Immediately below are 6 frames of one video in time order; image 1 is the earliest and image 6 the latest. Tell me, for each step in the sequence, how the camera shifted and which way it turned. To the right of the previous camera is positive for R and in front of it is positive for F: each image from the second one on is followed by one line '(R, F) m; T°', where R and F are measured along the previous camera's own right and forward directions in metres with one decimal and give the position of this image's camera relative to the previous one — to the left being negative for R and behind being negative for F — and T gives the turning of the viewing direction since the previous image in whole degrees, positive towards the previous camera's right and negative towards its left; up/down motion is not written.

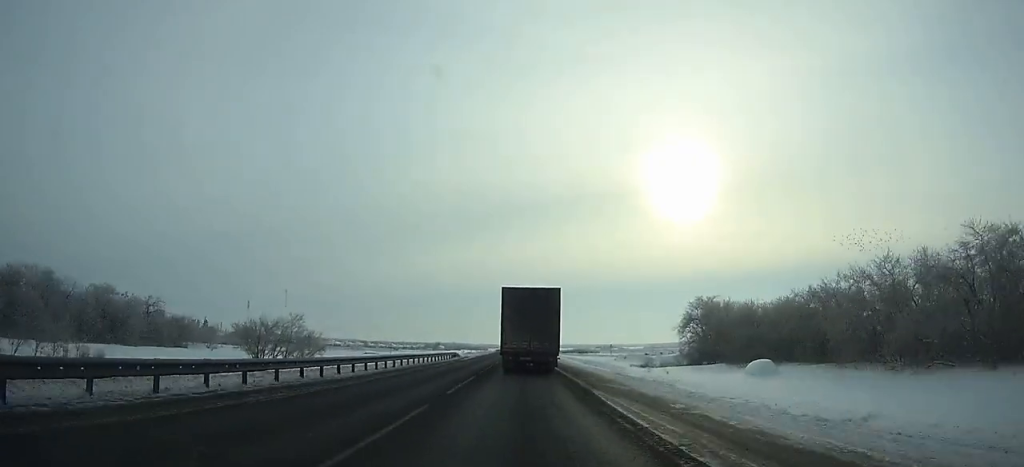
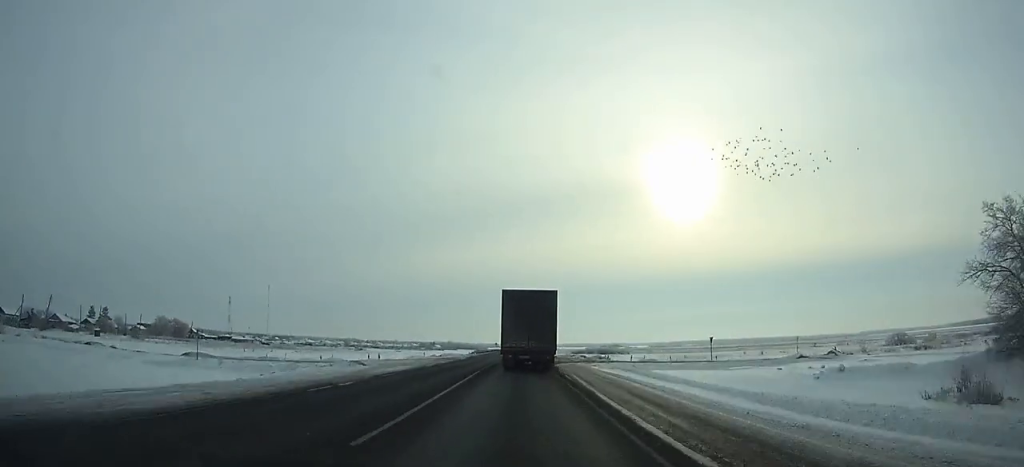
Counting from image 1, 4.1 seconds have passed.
(-0.3, +80.0) m; -1°
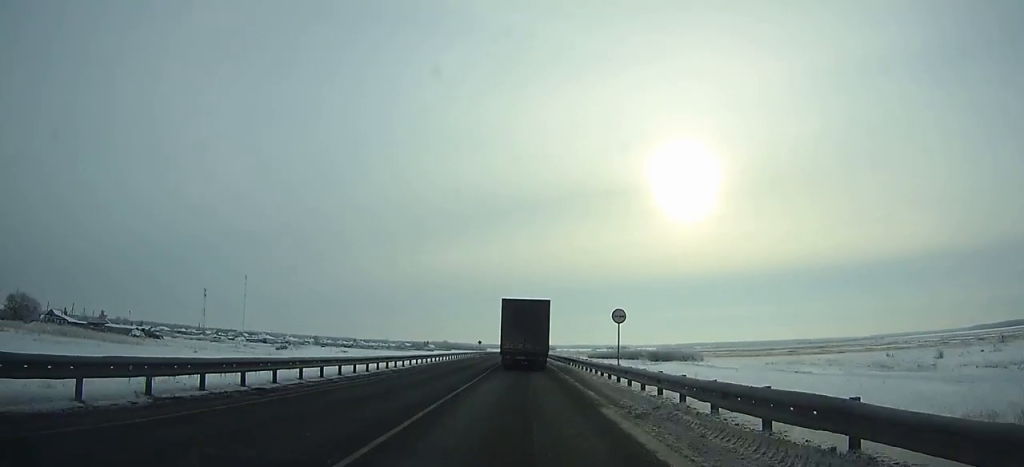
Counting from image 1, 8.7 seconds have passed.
(+0.2, +90.7) m; 0°
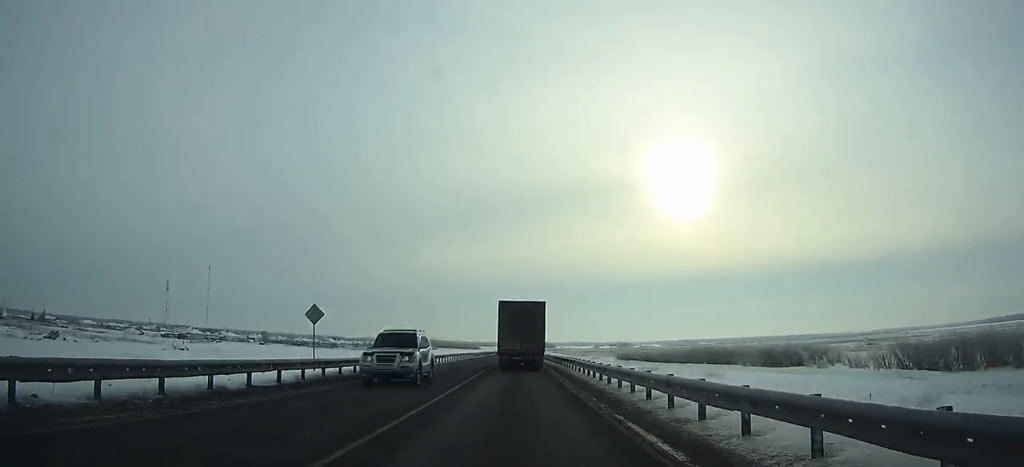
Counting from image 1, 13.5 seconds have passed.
(+0.4, +96.9) m; 0°
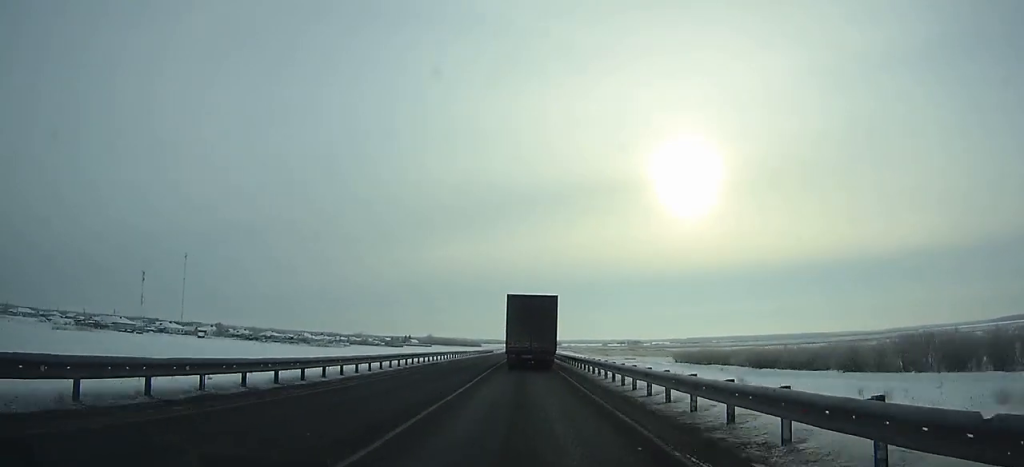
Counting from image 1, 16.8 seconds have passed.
(-0.2, +67.4) m; 0°
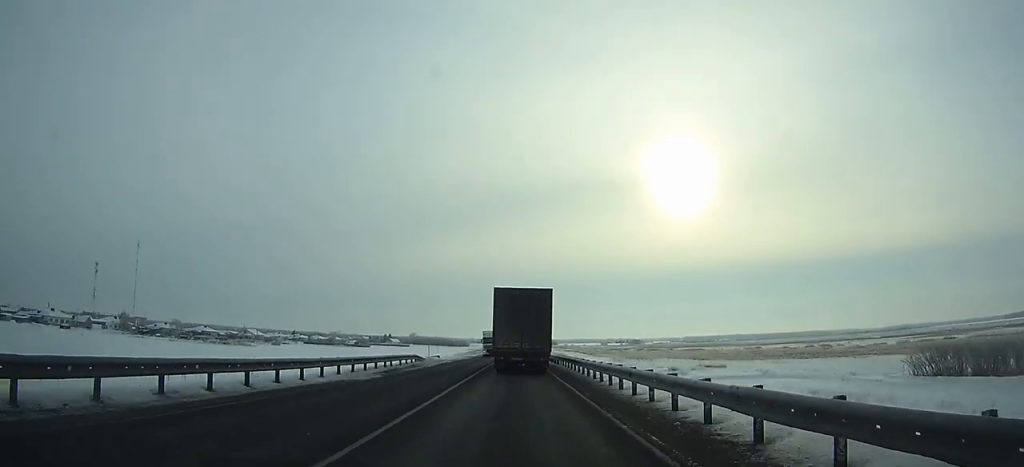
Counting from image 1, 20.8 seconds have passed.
(+0.4, +81.1) m; 0°
